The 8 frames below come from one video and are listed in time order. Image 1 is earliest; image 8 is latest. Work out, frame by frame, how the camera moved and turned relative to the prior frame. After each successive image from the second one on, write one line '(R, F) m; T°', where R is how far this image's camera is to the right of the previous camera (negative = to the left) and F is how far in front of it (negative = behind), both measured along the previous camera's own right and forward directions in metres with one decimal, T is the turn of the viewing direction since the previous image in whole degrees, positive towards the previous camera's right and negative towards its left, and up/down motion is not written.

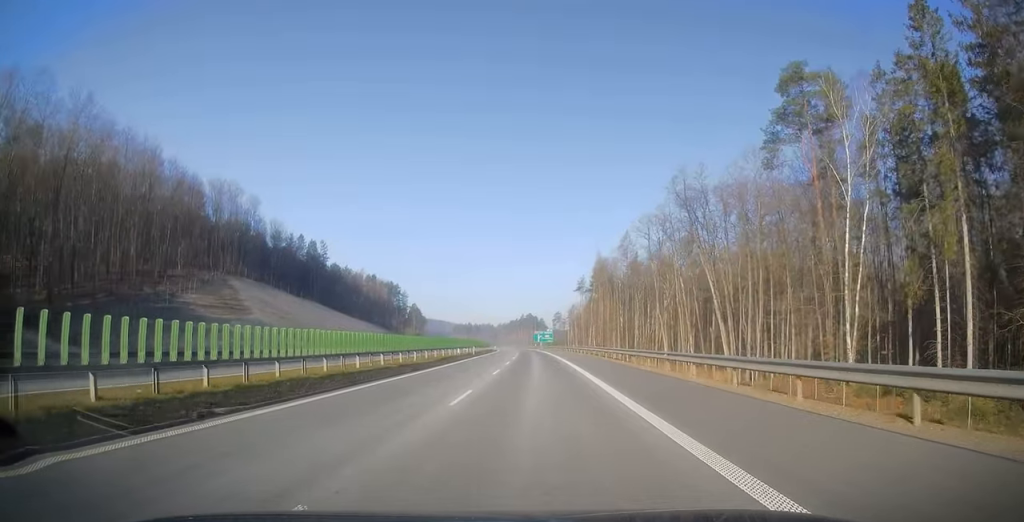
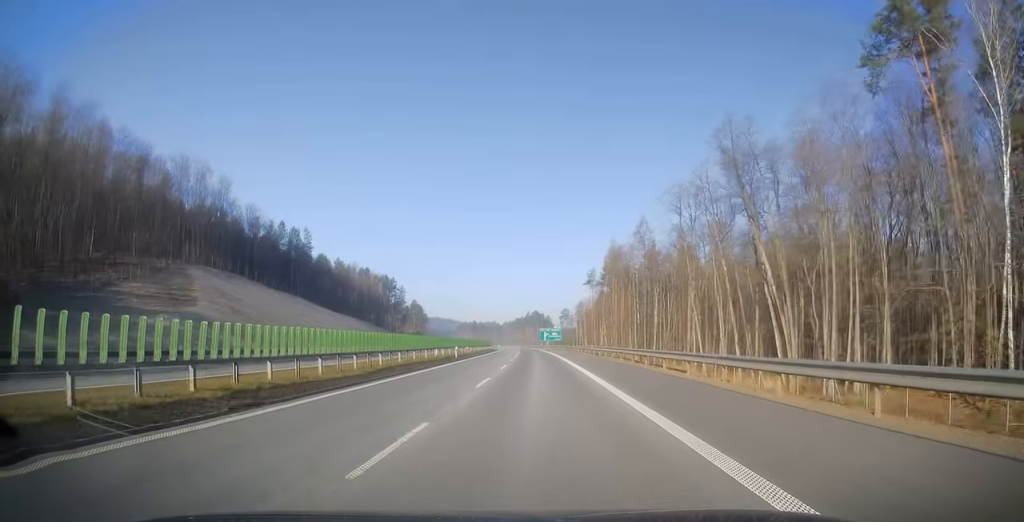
(-0.1, +18.8) m; 0°
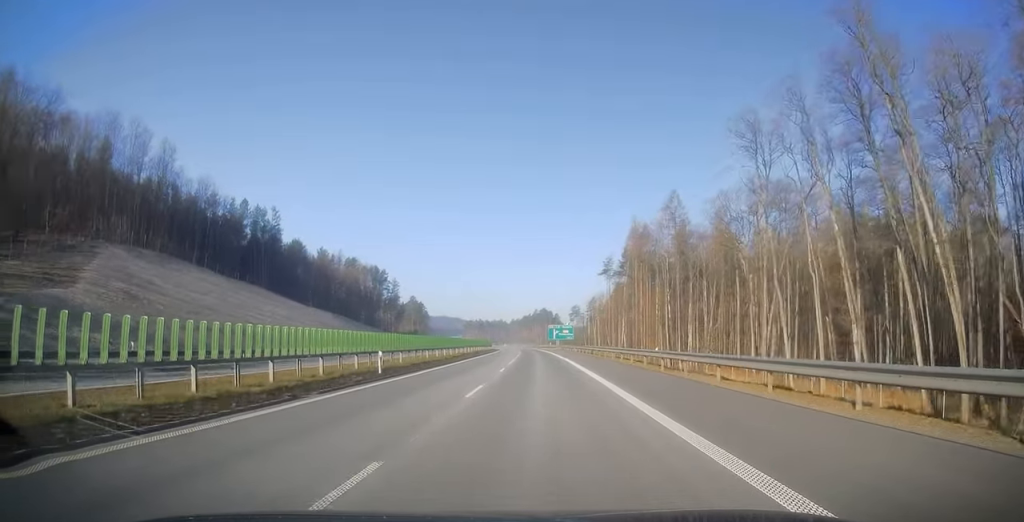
(-0.1, +27.2) m; -1°
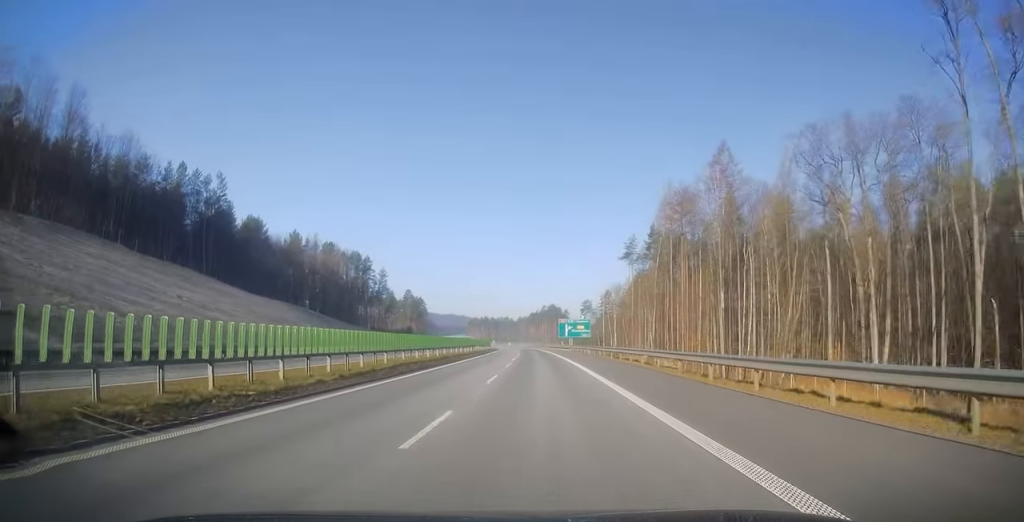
(-0.3, +31.0) m; -1°
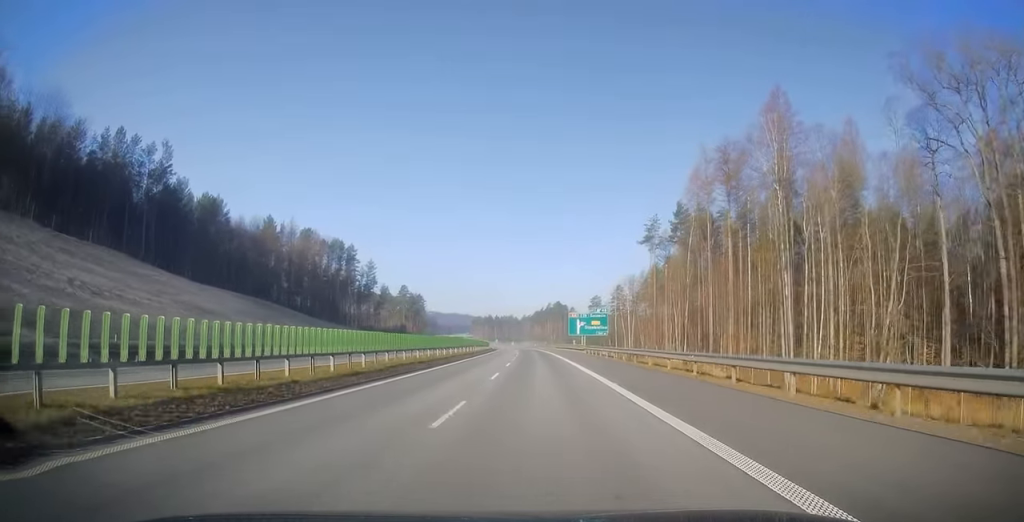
(-0.2, +22.1) m; -1°
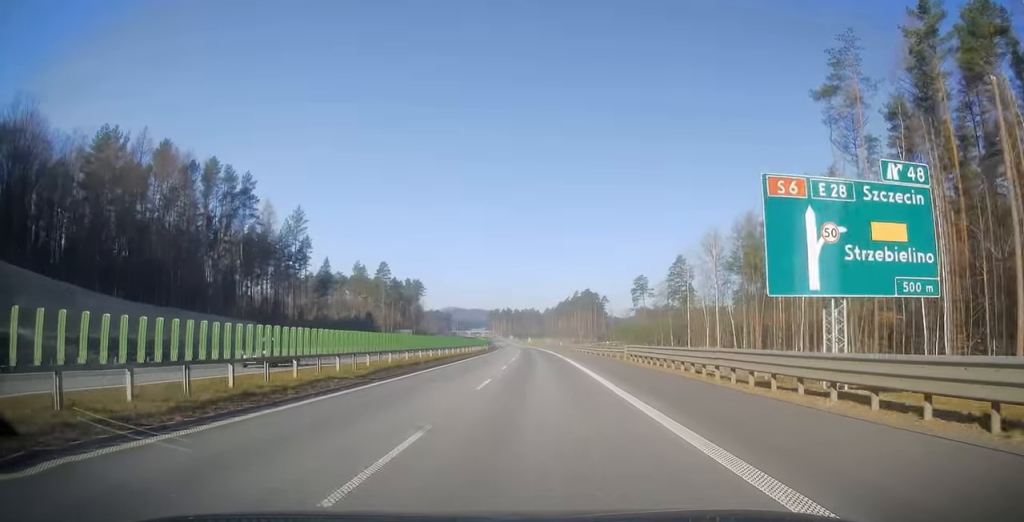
(-1.6, +76.3) m; -2°
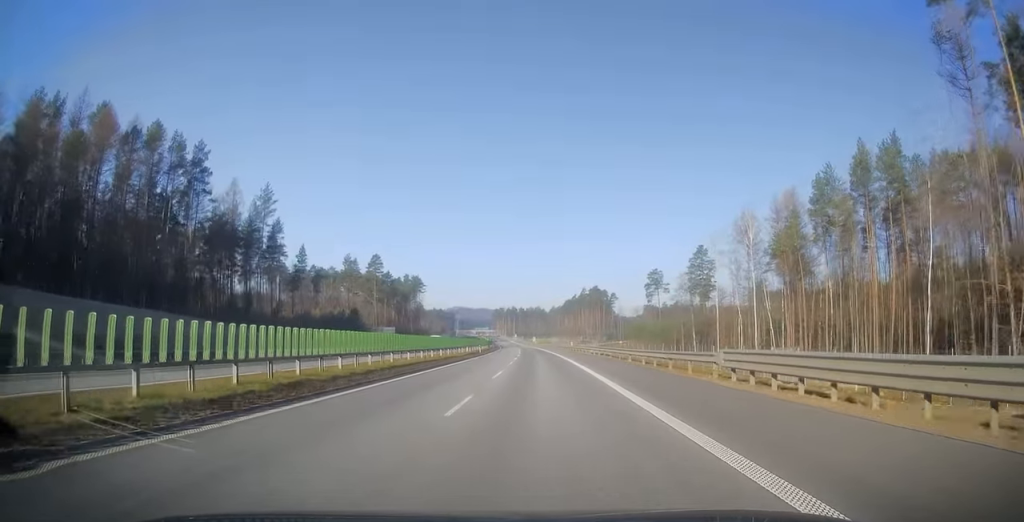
(0.0, +17.9) m; 0°
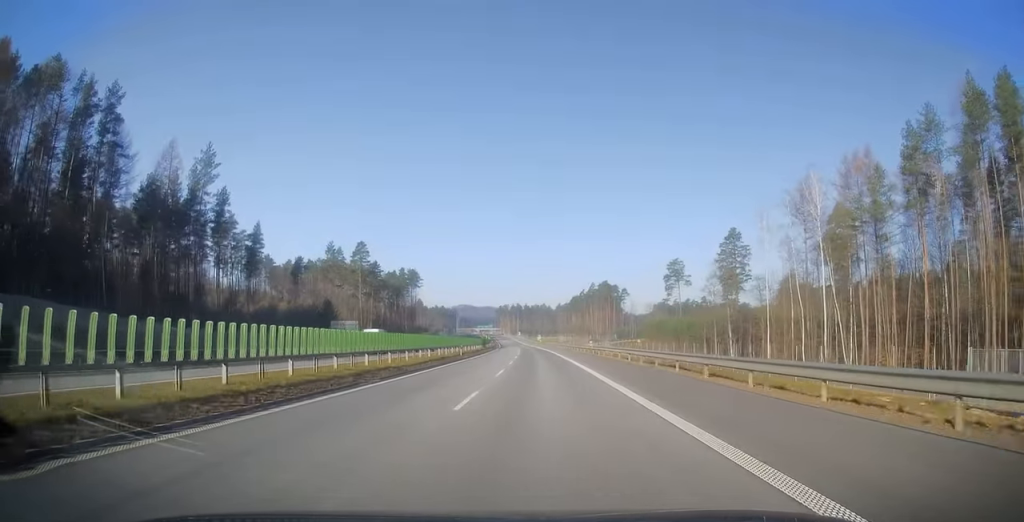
(+0.1, +23.2) m; 0°
